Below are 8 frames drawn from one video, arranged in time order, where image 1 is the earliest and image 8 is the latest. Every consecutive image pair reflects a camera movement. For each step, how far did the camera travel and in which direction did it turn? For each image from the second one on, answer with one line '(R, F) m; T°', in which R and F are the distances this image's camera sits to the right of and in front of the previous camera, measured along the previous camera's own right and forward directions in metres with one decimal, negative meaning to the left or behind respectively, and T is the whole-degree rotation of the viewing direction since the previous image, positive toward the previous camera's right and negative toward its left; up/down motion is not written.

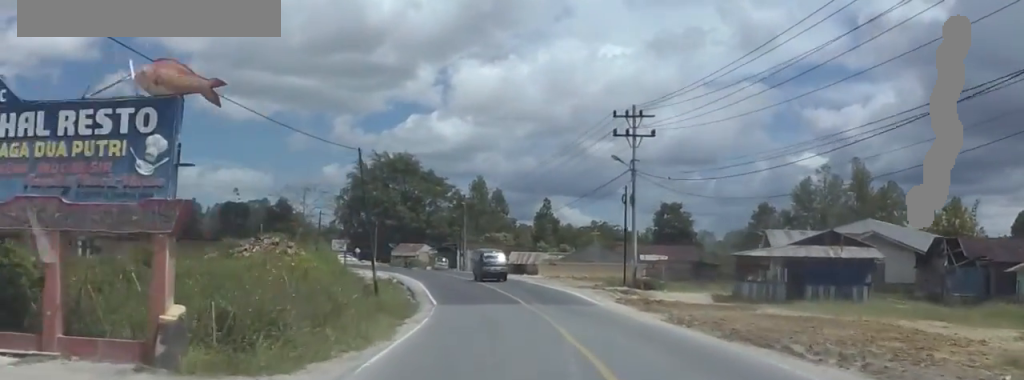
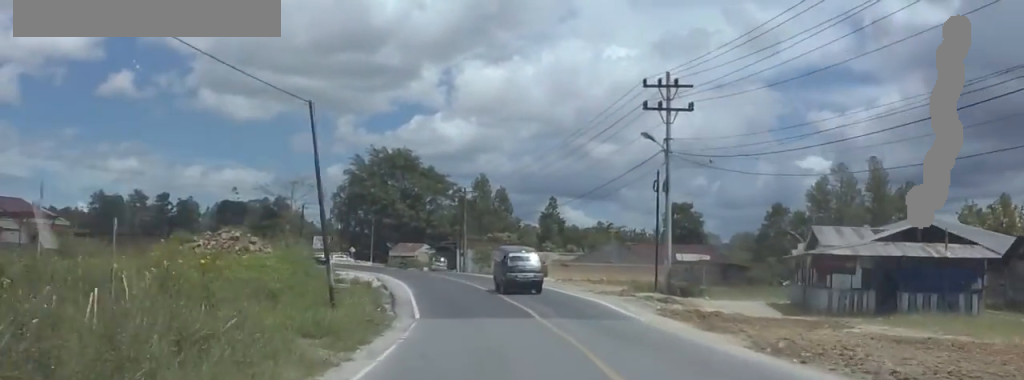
(+0.3, +9.2) m; 0°
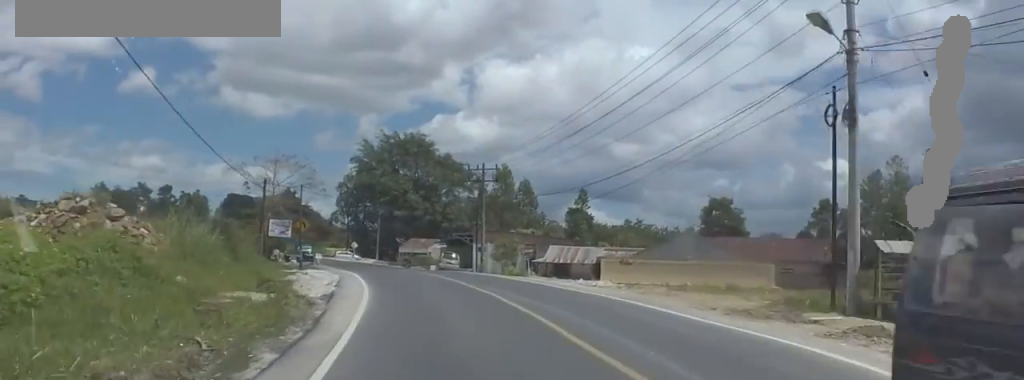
(-1.1, +19.9) m; -5°
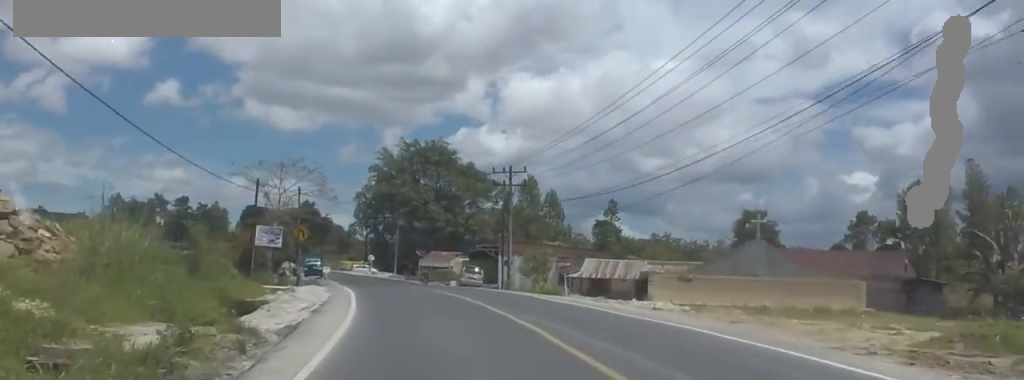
(-0.2, +8.0) m; -2°
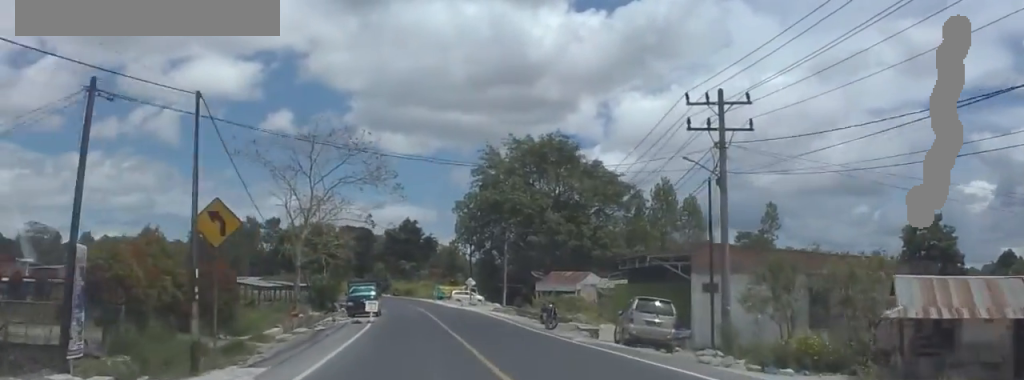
(-2.2, +31.5) m; -8°
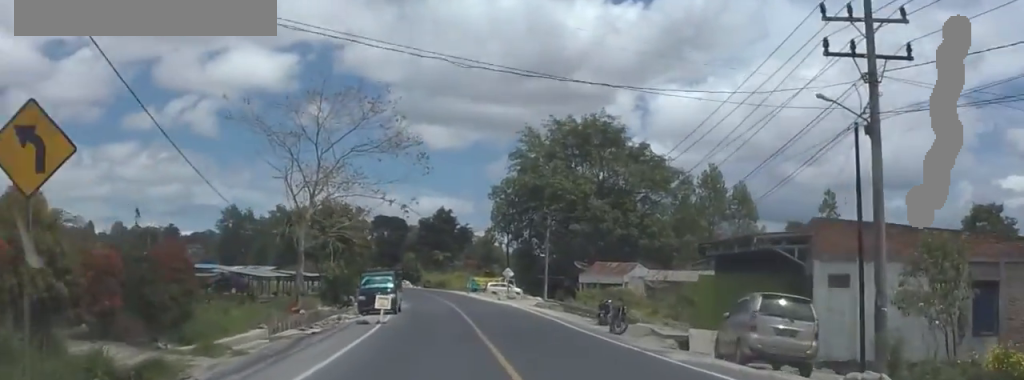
(0.0, +9.3) m; 0°
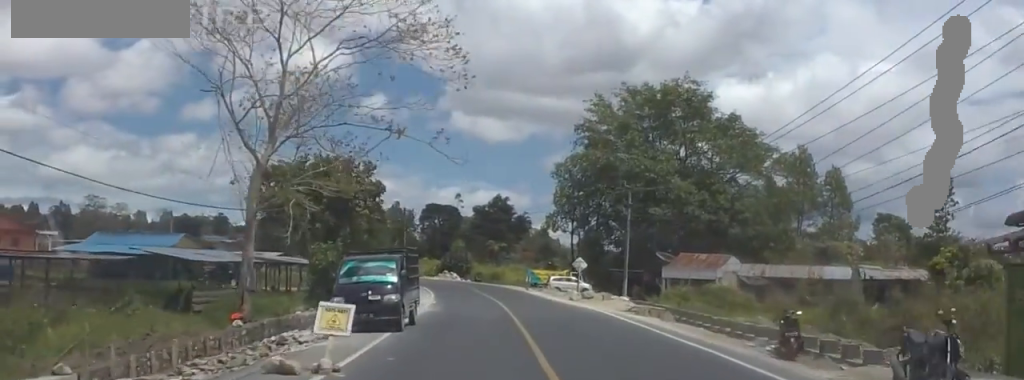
(0.0, +17.8) m; 0°
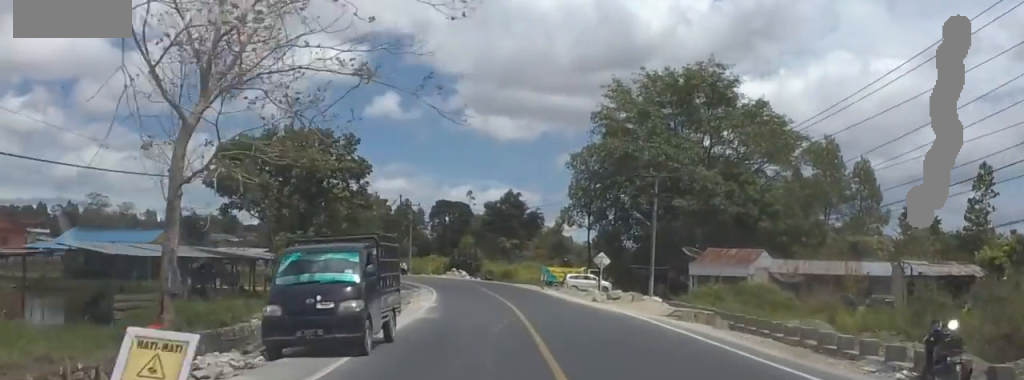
(0.0, +6.8) m; -1°
